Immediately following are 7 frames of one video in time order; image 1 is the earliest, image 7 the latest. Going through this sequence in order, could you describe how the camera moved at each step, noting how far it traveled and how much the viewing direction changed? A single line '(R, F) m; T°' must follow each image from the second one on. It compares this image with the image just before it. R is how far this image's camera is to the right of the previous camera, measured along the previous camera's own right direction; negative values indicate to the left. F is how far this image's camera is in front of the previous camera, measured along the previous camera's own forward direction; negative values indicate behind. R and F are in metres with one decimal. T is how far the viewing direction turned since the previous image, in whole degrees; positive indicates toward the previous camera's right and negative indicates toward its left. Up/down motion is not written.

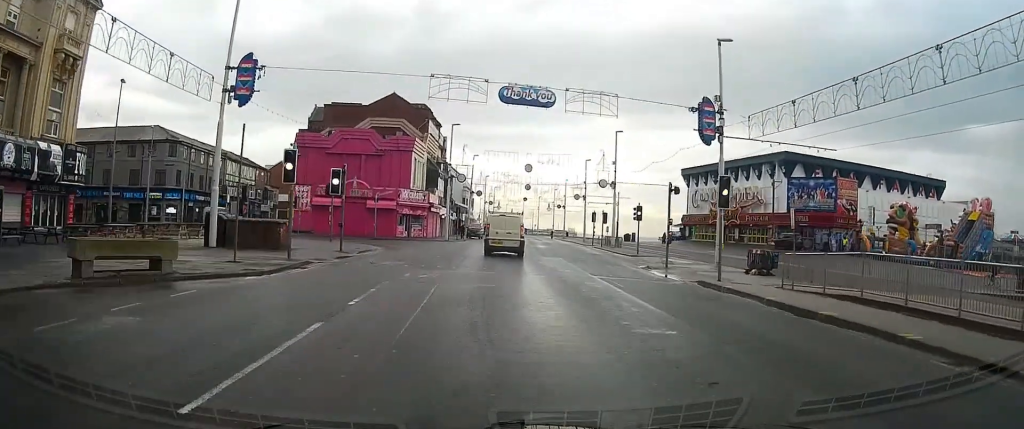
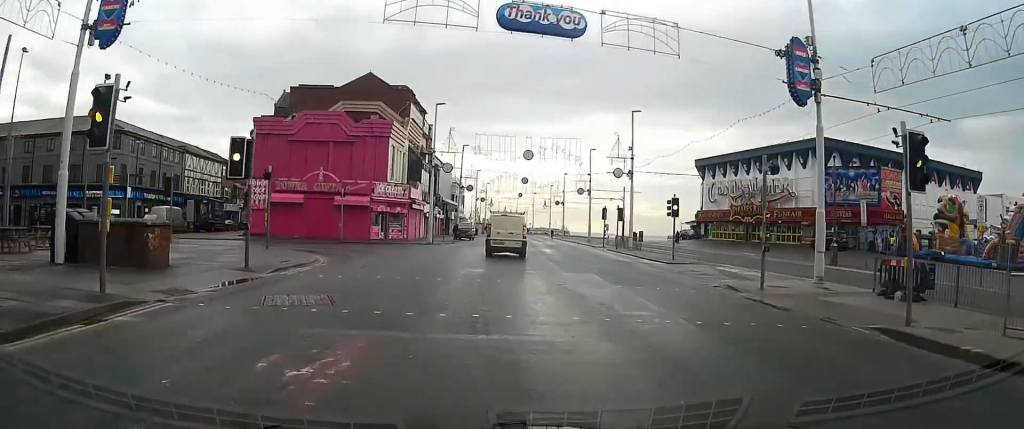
(+0.1, +10.2) m; +1°
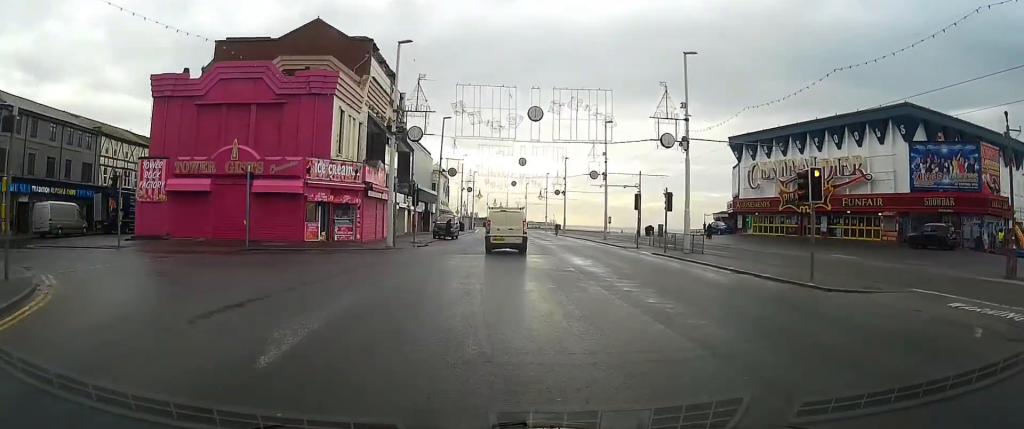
(+0.3, +16.5) m; +2°
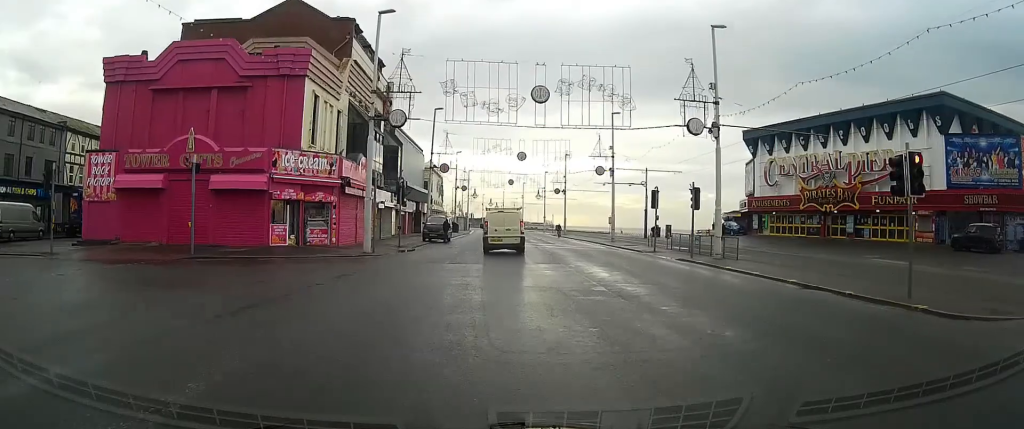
(0.0, +5.4) m; 0°
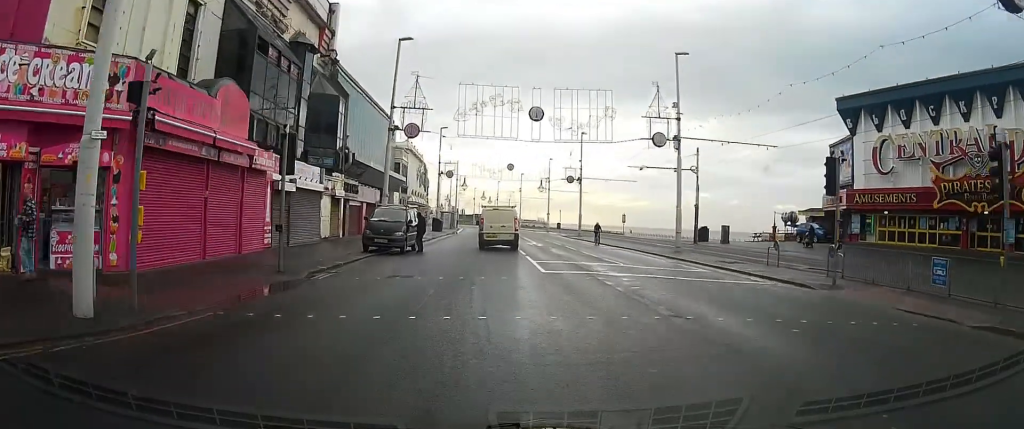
(+0.4, +20.6) m; +2°
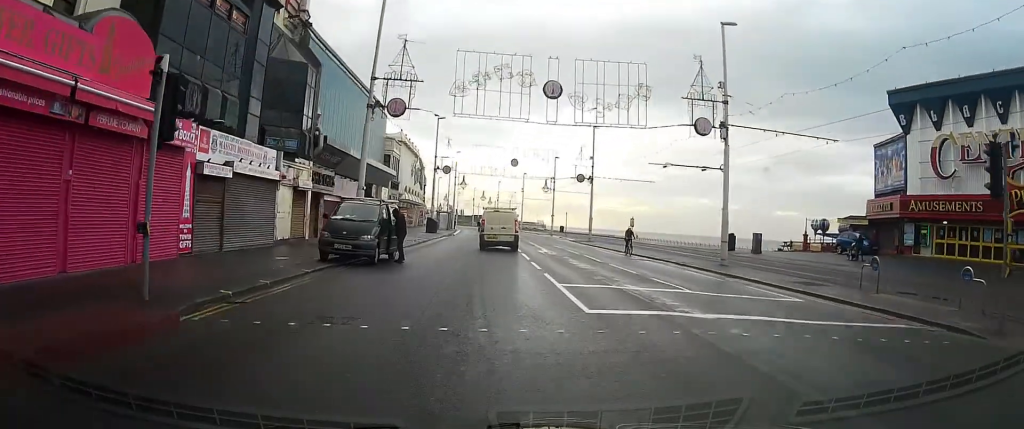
(0.0, +6.9) m; +1°
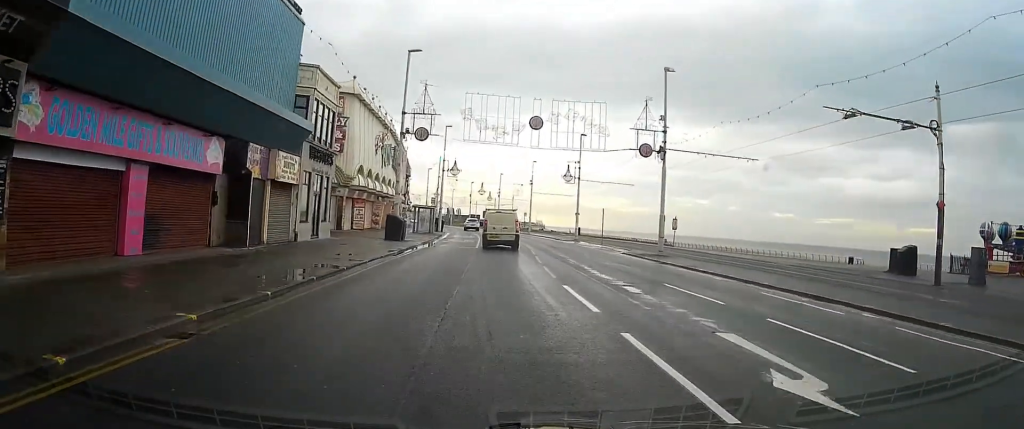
(+0.4, +24.9) m; 0°
